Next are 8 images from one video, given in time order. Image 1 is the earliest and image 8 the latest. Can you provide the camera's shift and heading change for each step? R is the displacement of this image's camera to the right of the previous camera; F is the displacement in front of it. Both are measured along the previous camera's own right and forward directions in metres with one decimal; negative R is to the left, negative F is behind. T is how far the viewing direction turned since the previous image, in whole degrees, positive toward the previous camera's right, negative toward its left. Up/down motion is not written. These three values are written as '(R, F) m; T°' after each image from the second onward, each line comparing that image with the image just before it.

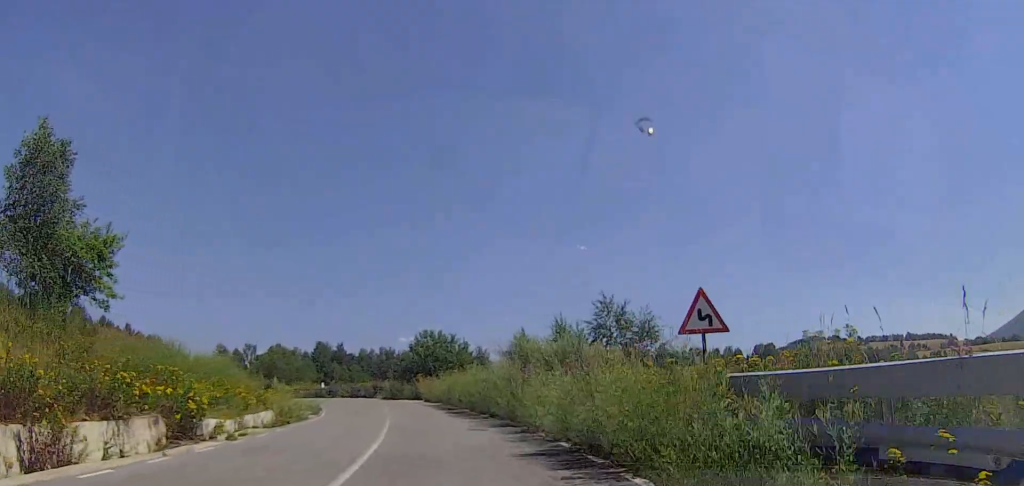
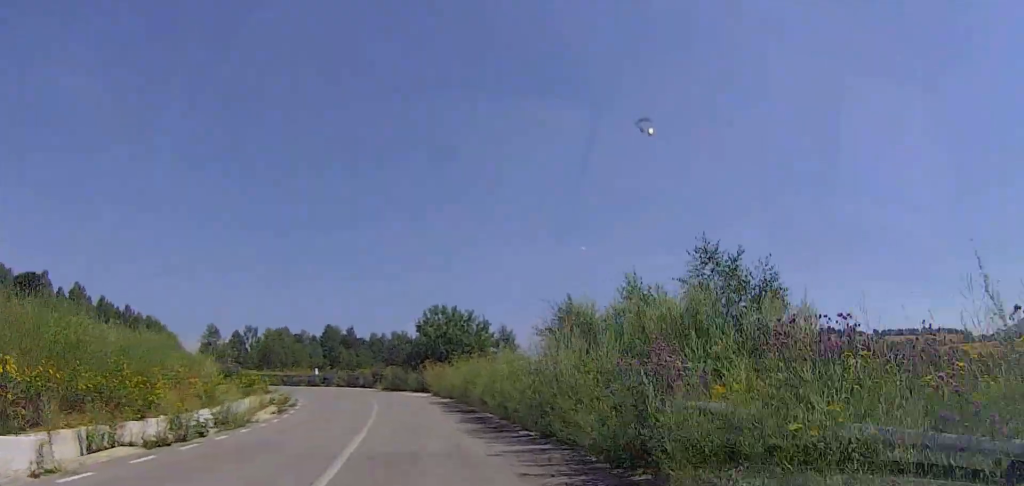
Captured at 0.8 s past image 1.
(0.0, +9.3) m; 0°
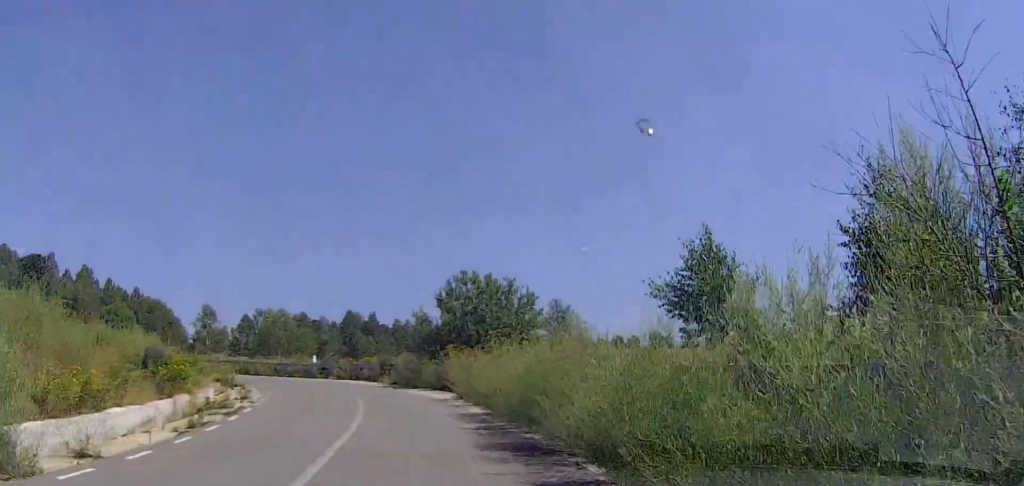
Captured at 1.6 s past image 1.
(0.0, +10.6) m; -3°
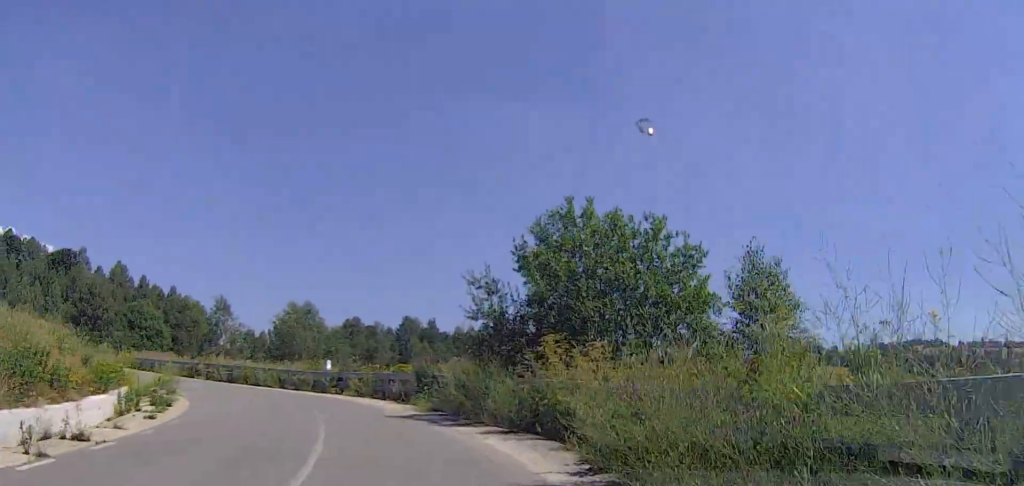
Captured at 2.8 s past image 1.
(-1.0, +13.8) m; -8°
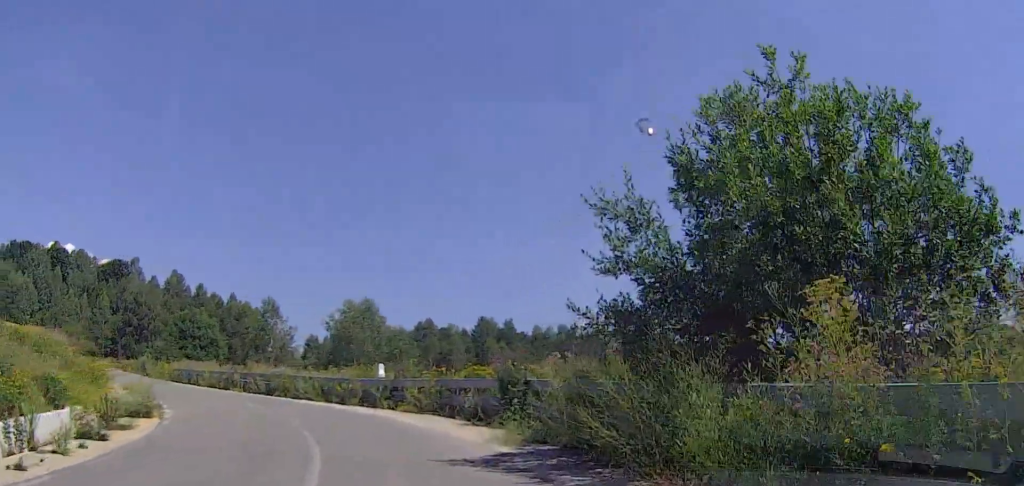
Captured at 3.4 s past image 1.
(-0.3, +7.3) m; -5°
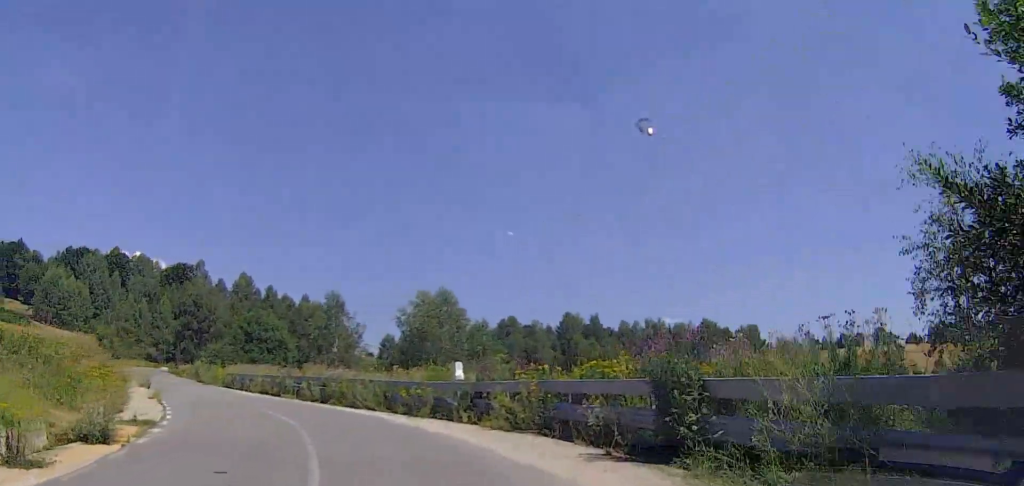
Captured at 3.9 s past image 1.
(+0.2, +6.1) m; -4°
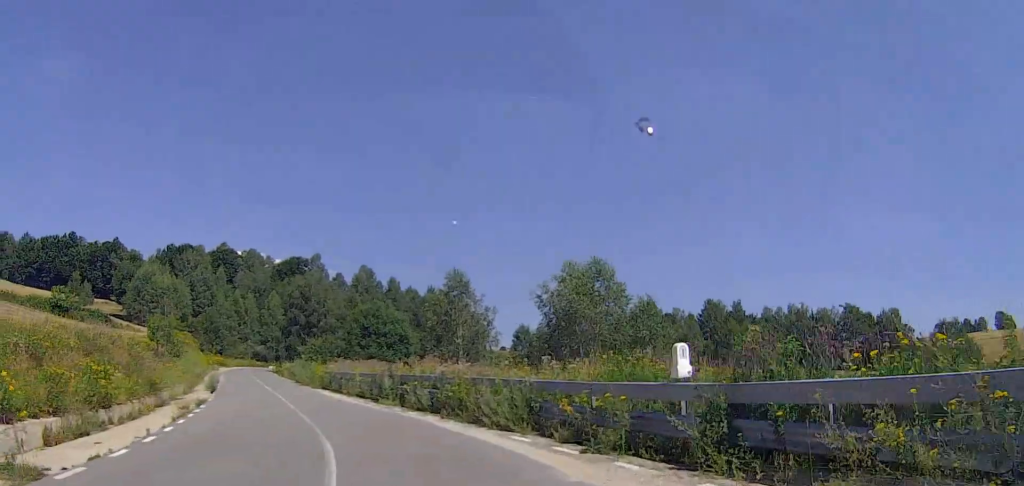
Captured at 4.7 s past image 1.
(-0.8, +8.9) m; -6°
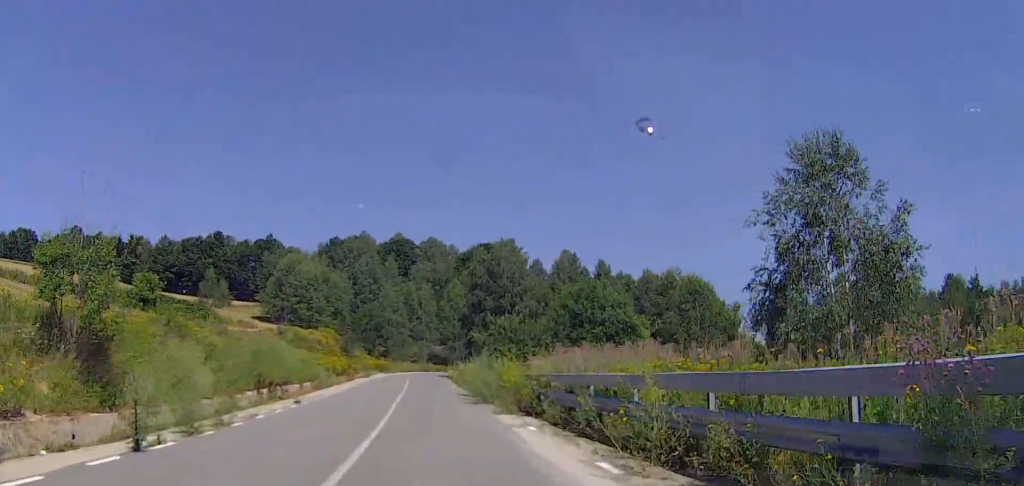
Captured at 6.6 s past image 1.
(-4.4, +23.5) m; -19°
